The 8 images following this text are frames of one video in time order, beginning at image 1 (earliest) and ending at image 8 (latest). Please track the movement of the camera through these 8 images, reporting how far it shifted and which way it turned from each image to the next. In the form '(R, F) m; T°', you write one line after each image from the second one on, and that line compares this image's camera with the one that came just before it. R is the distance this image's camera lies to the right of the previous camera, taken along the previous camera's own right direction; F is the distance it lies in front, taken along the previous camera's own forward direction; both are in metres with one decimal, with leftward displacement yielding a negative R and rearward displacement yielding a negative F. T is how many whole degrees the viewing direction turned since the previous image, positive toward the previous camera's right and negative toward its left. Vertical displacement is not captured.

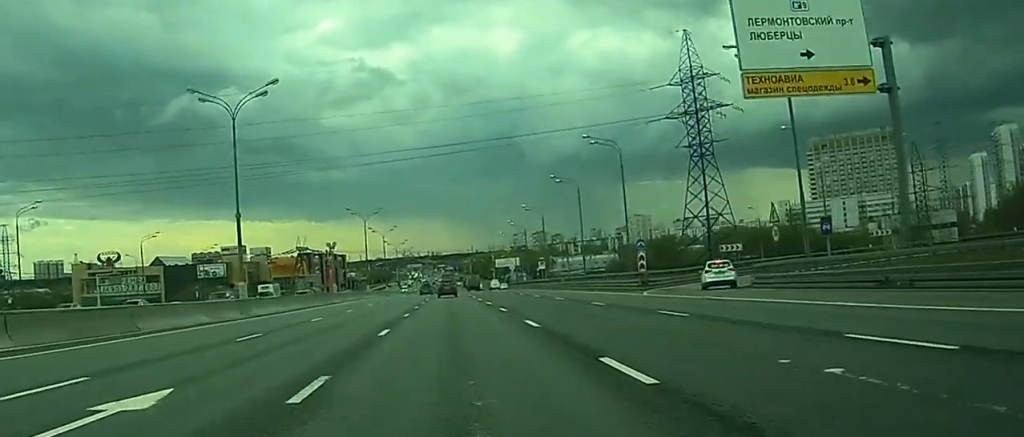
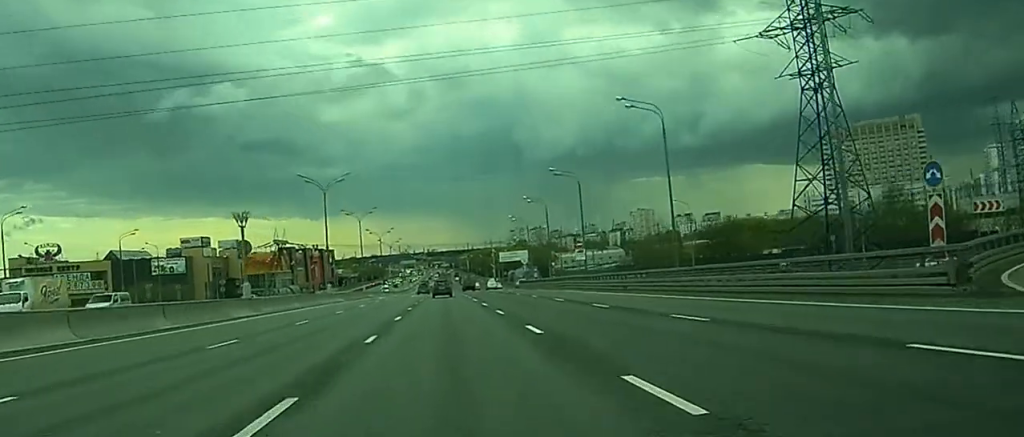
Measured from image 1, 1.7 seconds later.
(0.0, +37.7) m; 0°
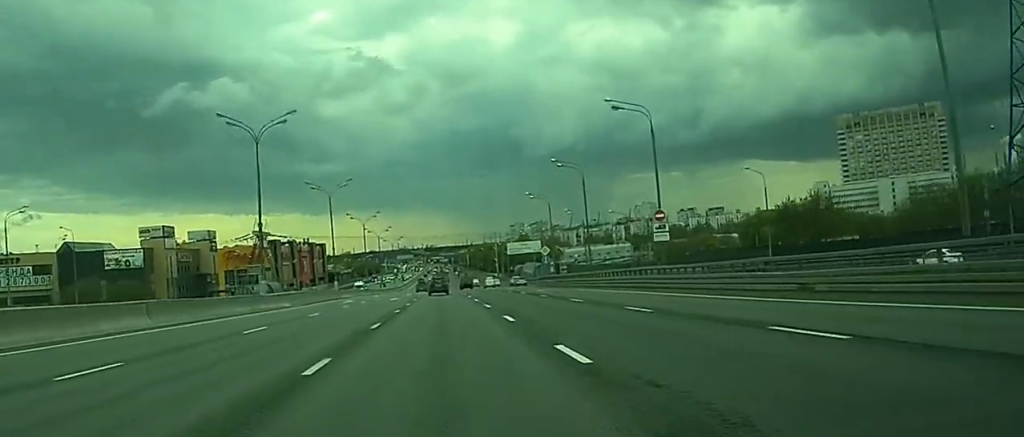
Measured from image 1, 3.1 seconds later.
(0.0, +32.4) m; 0°
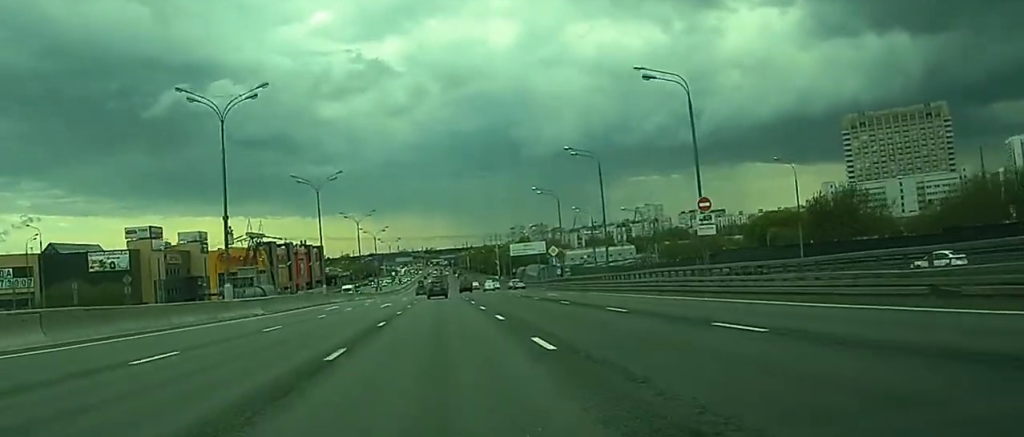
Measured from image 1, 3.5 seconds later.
(0.0, +9.3) m; 0°
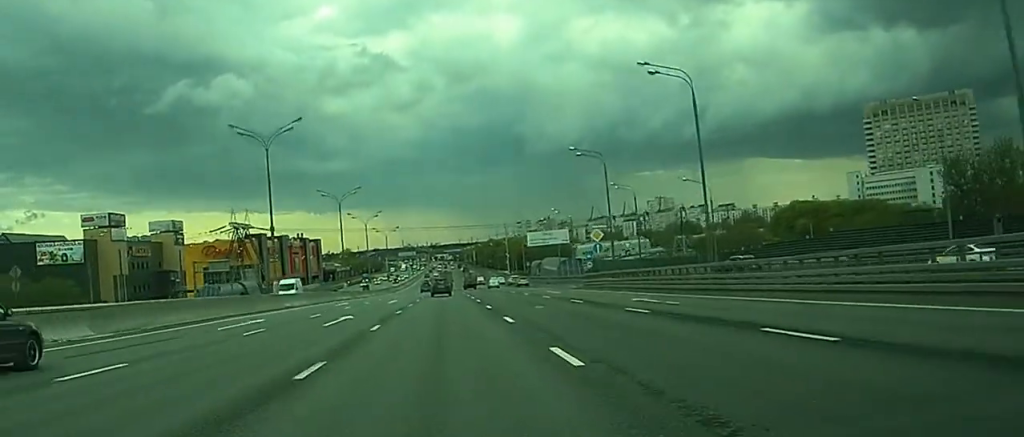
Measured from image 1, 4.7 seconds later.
(0.0, +28.4) m; 0°
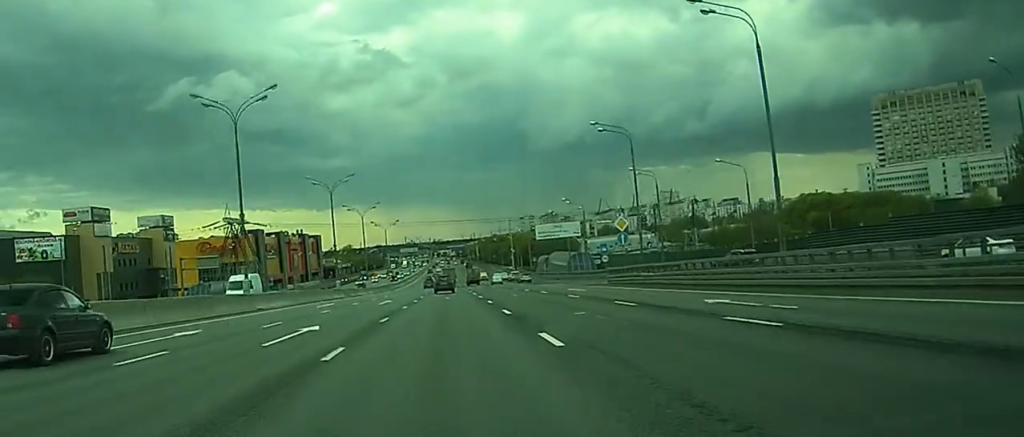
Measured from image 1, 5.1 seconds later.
(0.0, +10.6) m; 0°
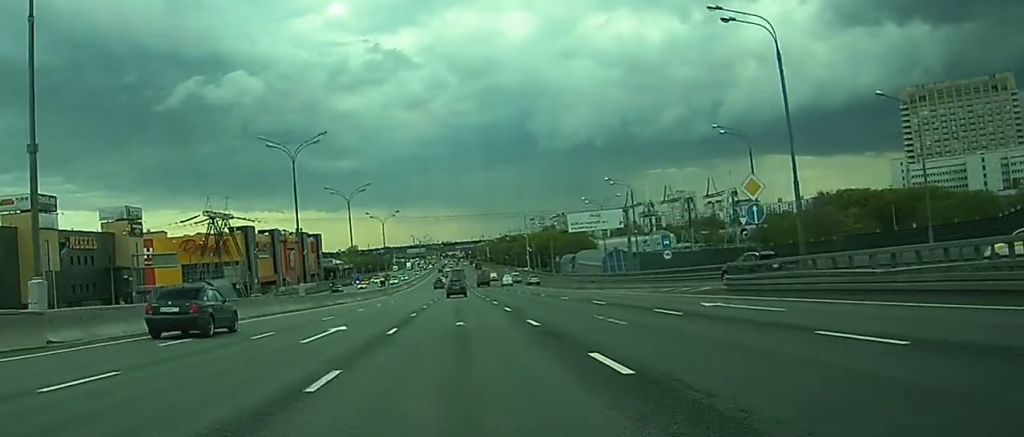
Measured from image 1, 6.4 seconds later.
(0.0, +31.0) m; 0°
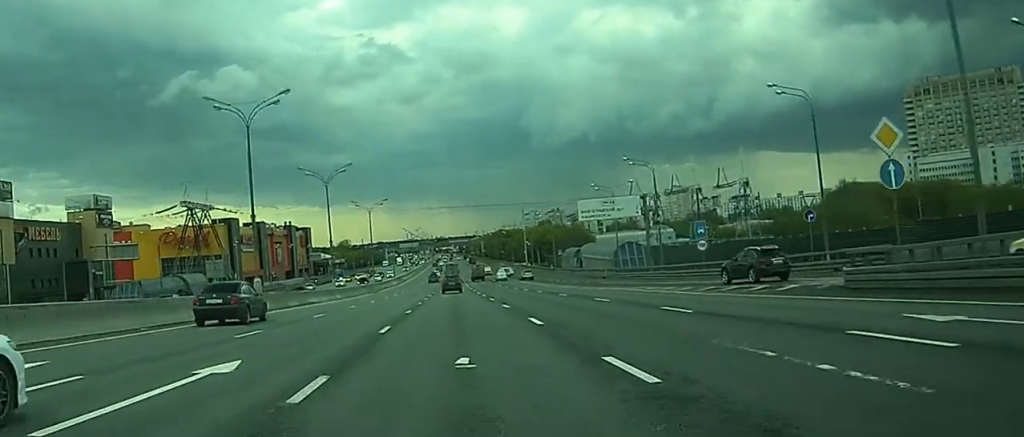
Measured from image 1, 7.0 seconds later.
(0.0, +15.3) m; 0°
